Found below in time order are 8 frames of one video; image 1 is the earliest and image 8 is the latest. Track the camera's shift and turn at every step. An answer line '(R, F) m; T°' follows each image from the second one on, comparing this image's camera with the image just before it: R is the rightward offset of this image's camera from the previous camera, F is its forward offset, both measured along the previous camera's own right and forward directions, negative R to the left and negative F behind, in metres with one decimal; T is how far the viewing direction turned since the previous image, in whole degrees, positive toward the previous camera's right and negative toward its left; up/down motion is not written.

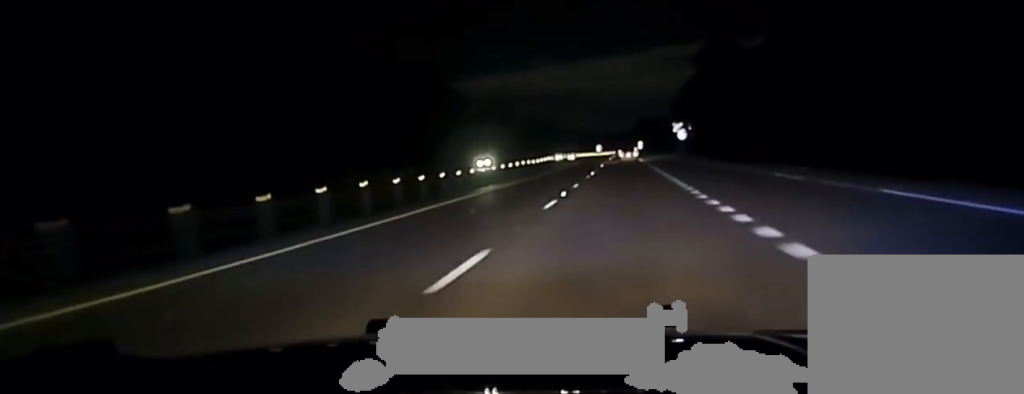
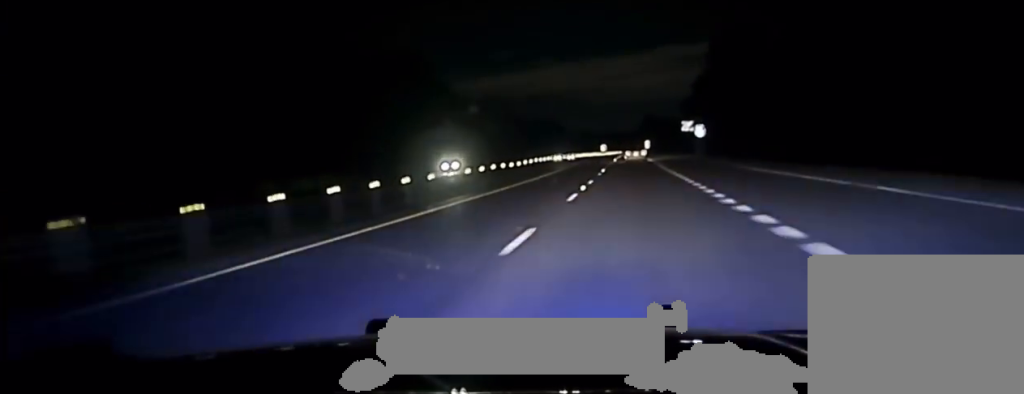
(0.0, +22.7) m; 0°
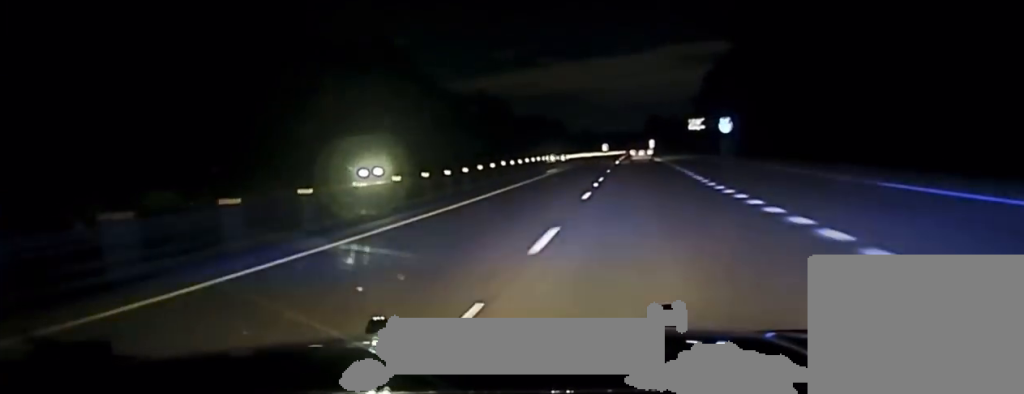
(-0.2, +24.9) m; 0°
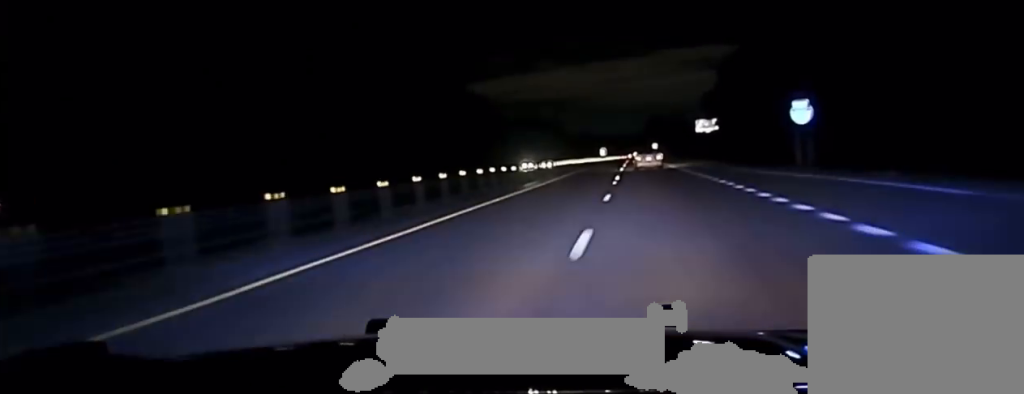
(+0.1, +36.4) m; 0°
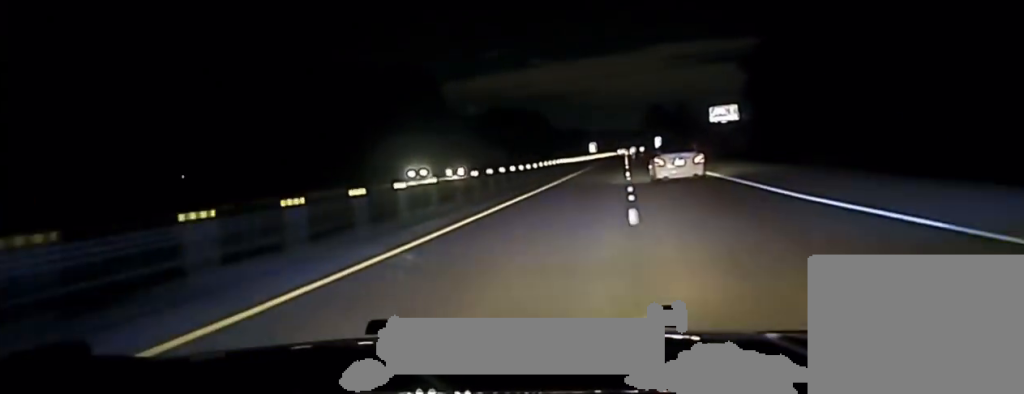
(0.0, +77.6) m; 0°
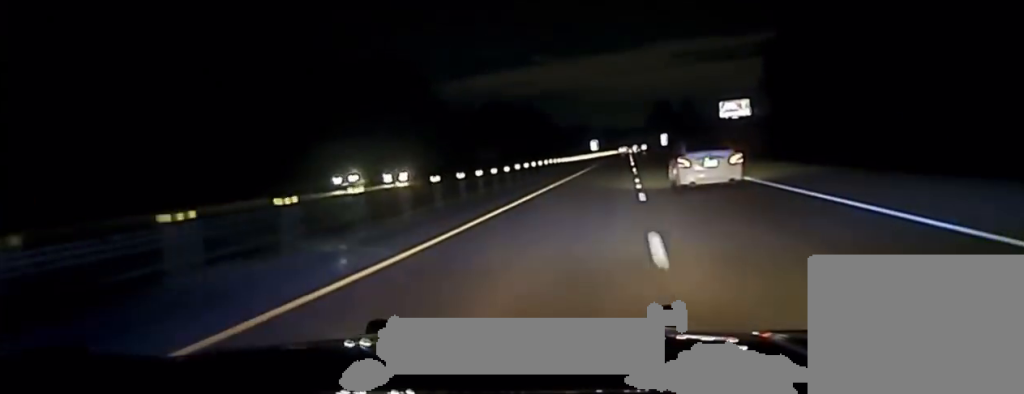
(-0.1, +20.3) m; 0°
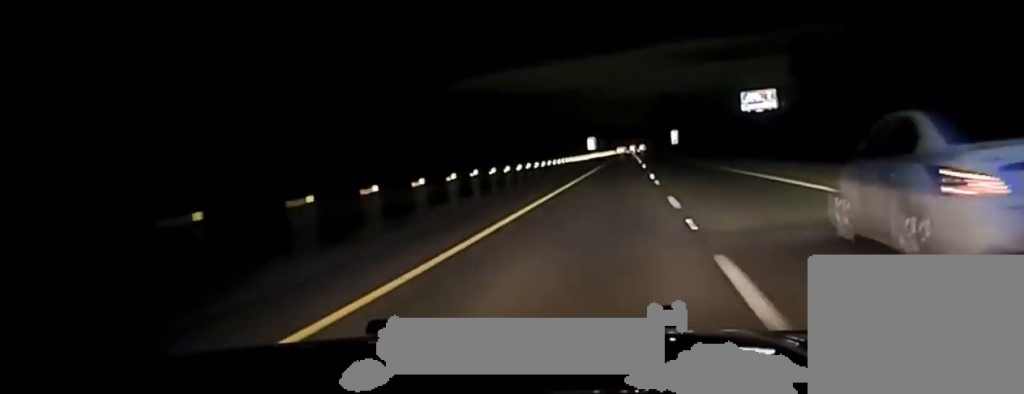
(+0.4, +43.7) m; 0°
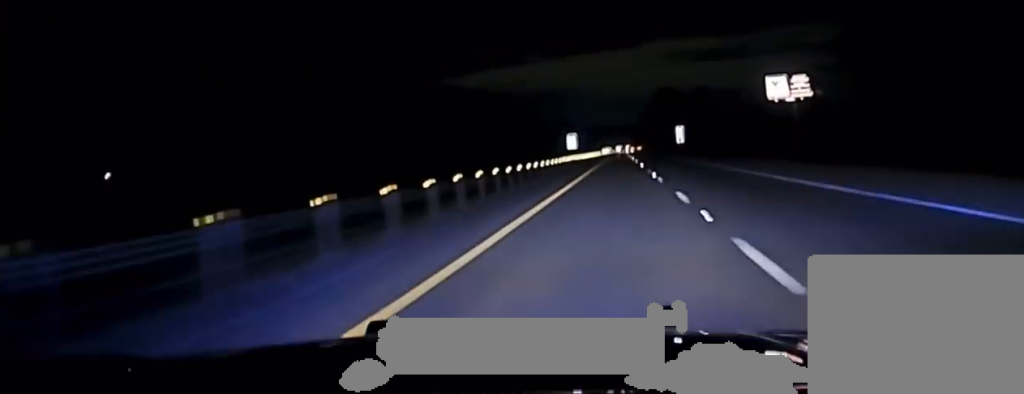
(-0.2, +50.4) m; +1°
